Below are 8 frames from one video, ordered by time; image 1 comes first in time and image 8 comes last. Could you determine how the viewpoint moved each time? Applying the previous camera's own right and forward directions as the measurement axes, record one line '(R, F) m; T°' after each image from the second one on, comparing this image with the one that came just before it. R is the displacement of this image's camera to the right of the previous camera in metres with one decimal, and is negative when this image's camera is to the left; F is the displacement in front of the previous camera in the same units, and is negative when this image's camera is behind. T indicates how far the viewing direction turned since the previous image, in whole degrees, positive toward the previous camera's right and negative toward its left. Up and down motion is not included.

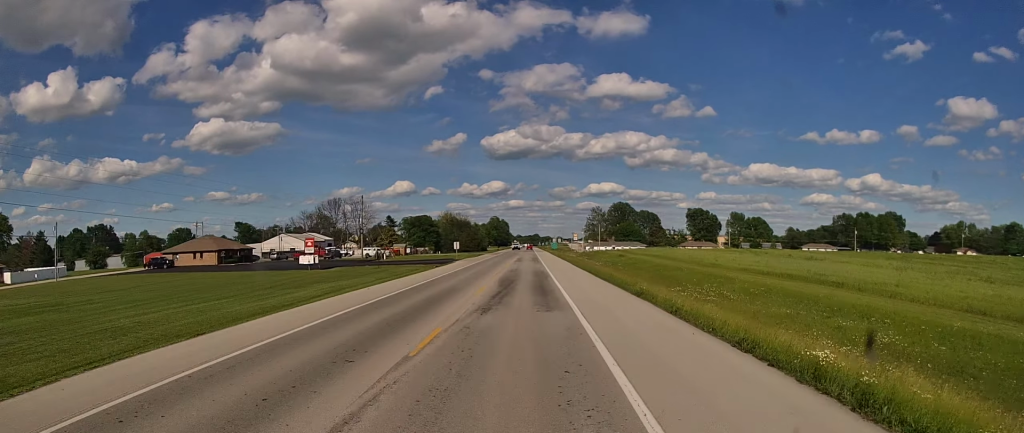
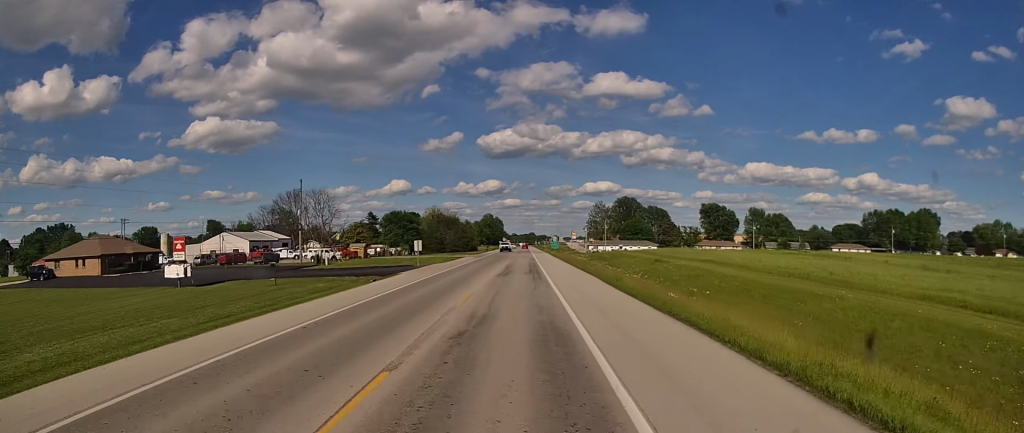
(-0.1, +29.2) m; +1°
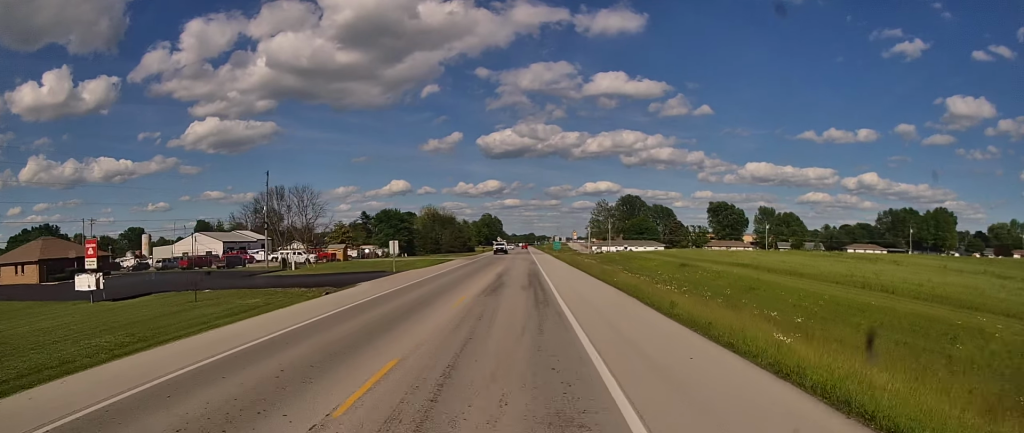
(-0.1, +11.4) m; +1°
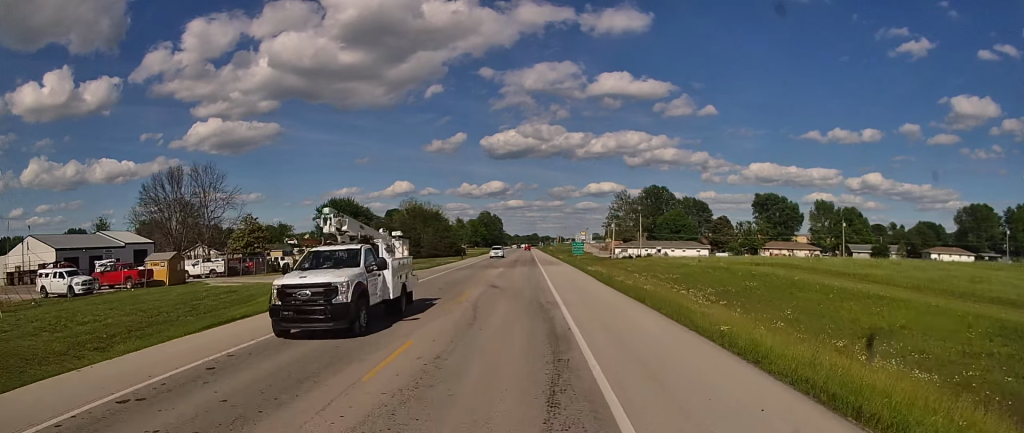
(-0.2, +47.5) m; -1°
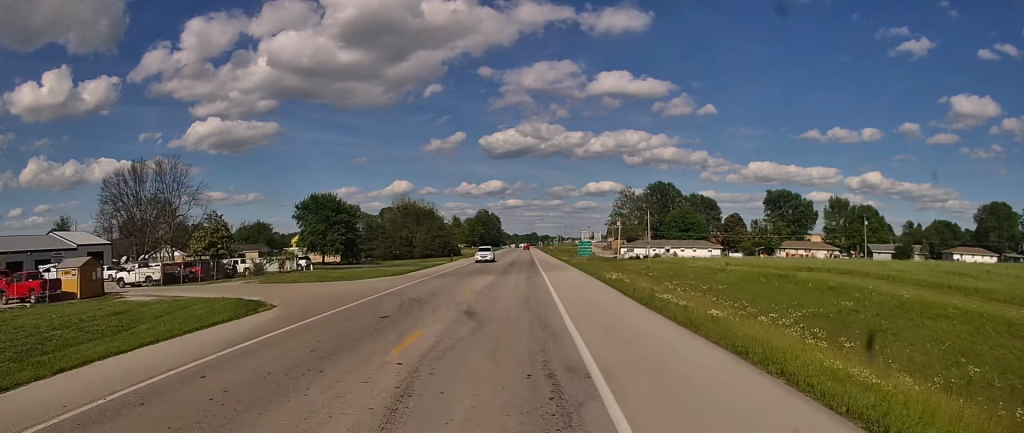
(0.0, +10.8) m; 0°
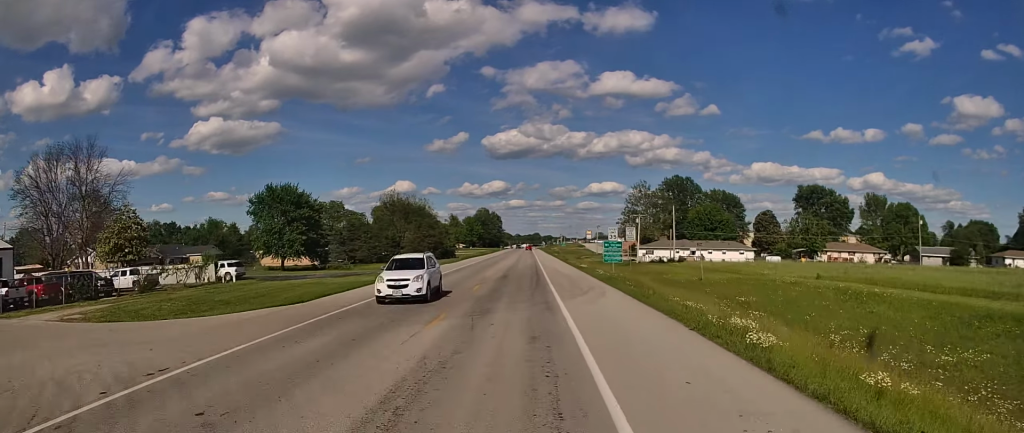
(+0.1, +20.6) m; 0°
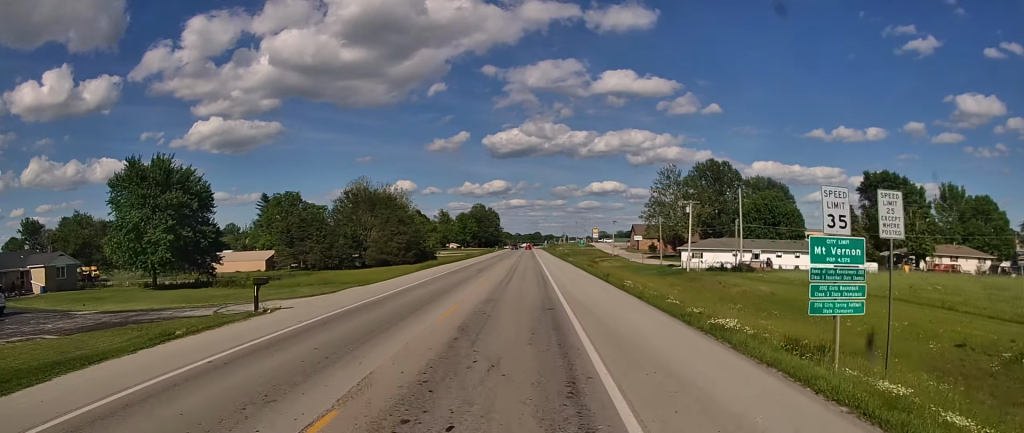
(-0.7, +35.3) m; -2°
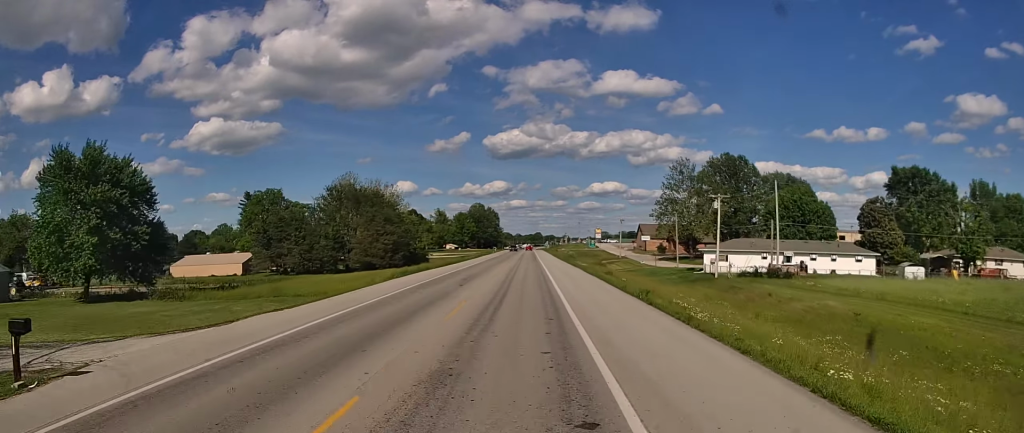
(-0.4, +11.5) m; 0°
